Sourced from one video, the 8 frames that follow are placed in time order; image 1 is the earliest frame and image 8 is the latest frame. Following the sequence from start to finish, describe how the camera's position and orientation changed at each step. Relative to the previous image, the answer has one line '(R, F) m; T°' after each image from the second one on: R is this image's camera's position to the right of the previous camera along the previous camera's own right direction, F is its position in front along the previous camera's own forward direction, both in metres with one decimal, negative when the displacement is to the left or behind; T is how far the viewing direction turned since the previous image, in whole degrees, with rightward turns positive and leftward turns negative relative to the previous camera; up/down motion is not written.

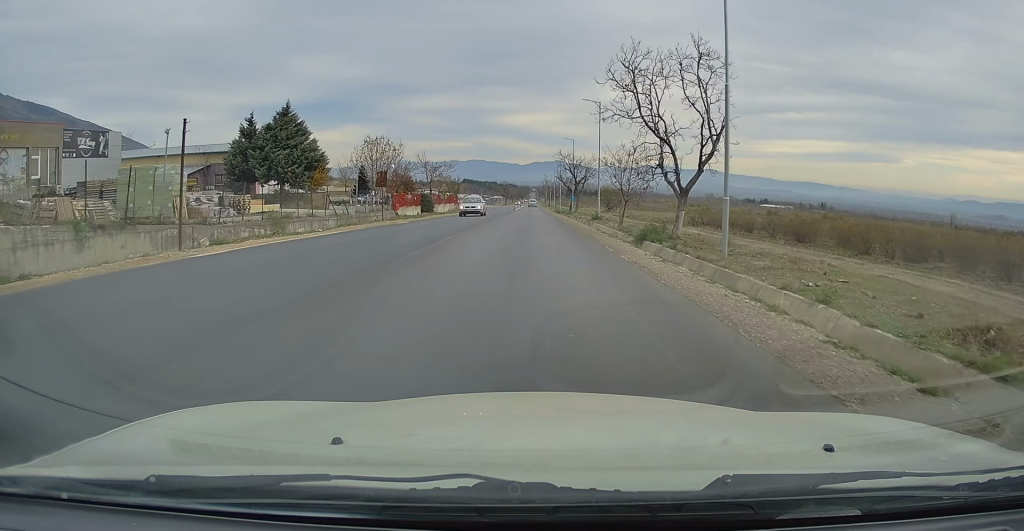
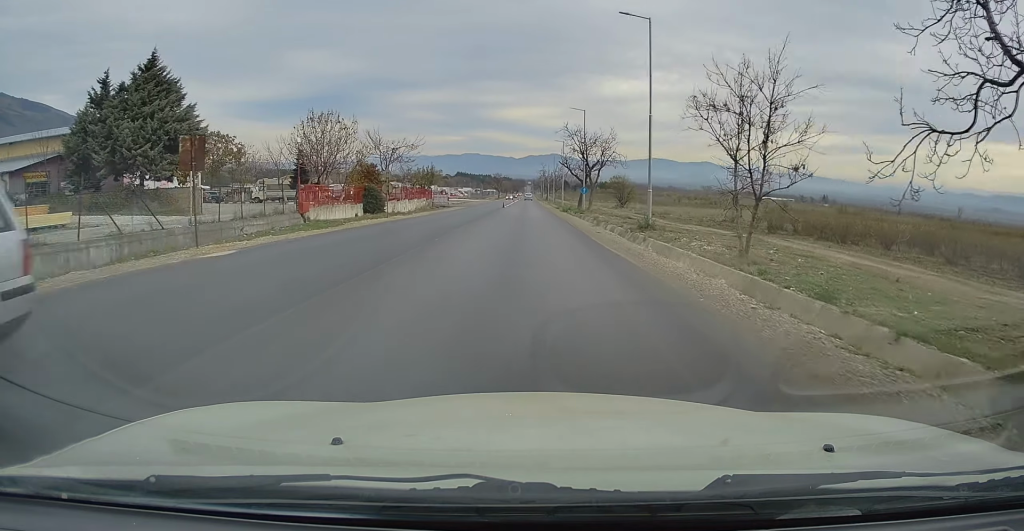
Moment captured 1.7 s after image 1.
(+0.3, +20.5) m; 0°
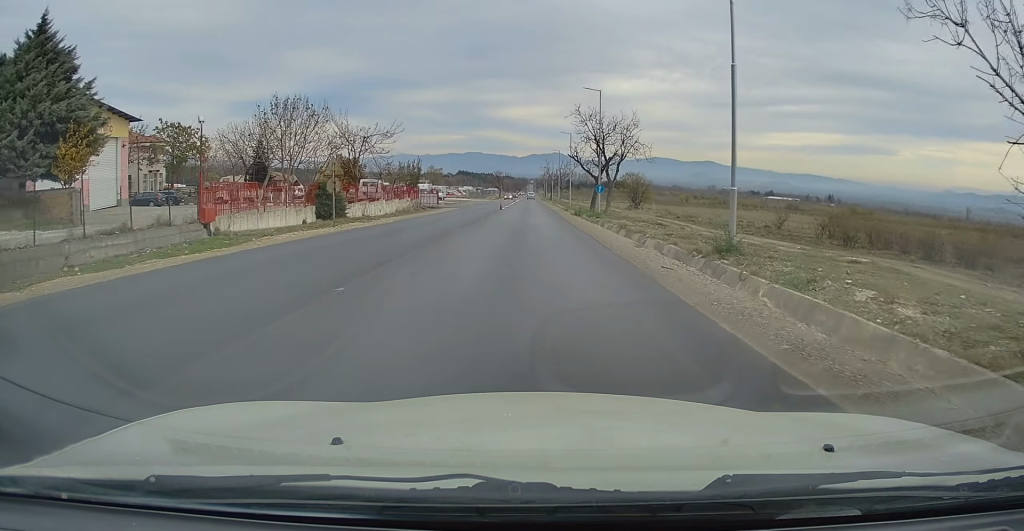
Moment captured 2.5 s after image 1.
(-0.1, +10.2) m; 0°
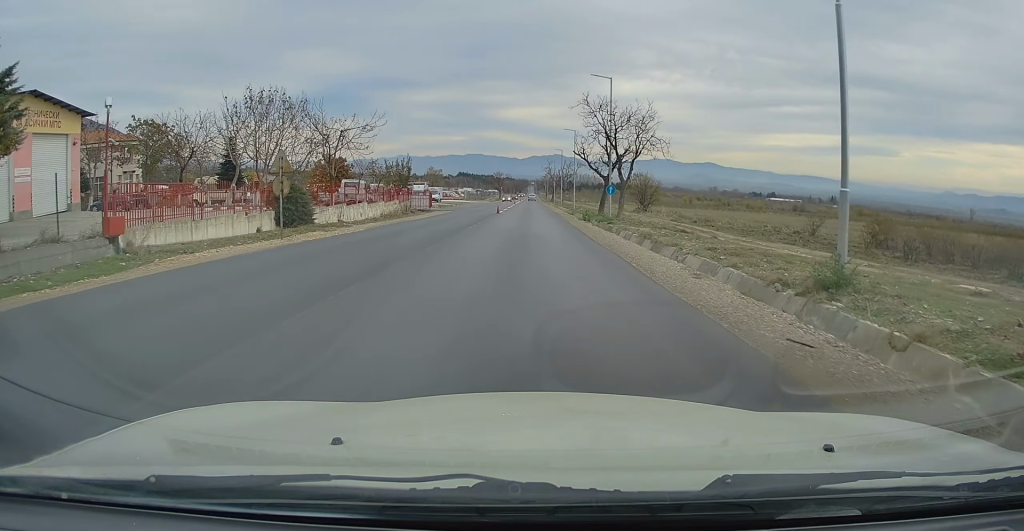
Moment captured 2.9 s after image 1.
(-0.1, +5.6) m; 0°
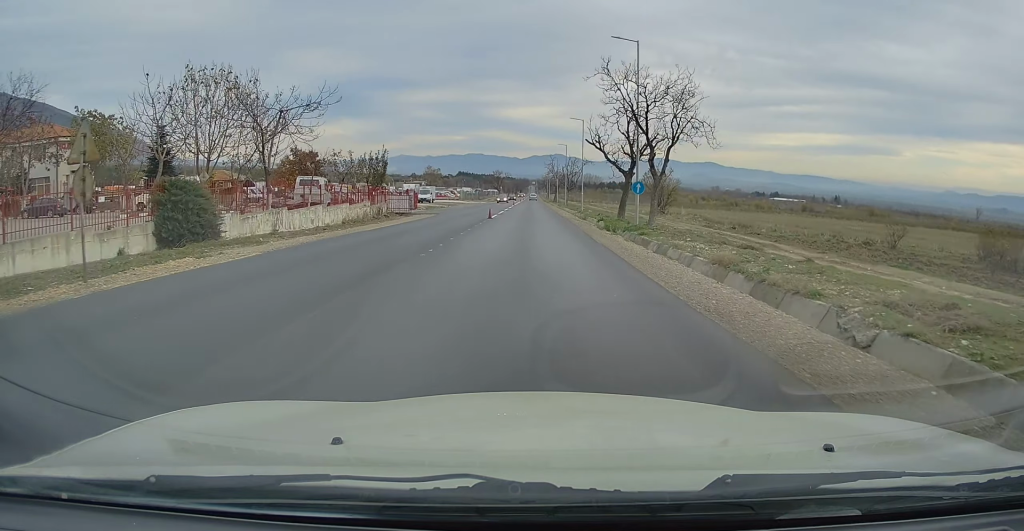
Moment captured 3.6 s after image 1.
(+0.1, +9.7) m; +1°
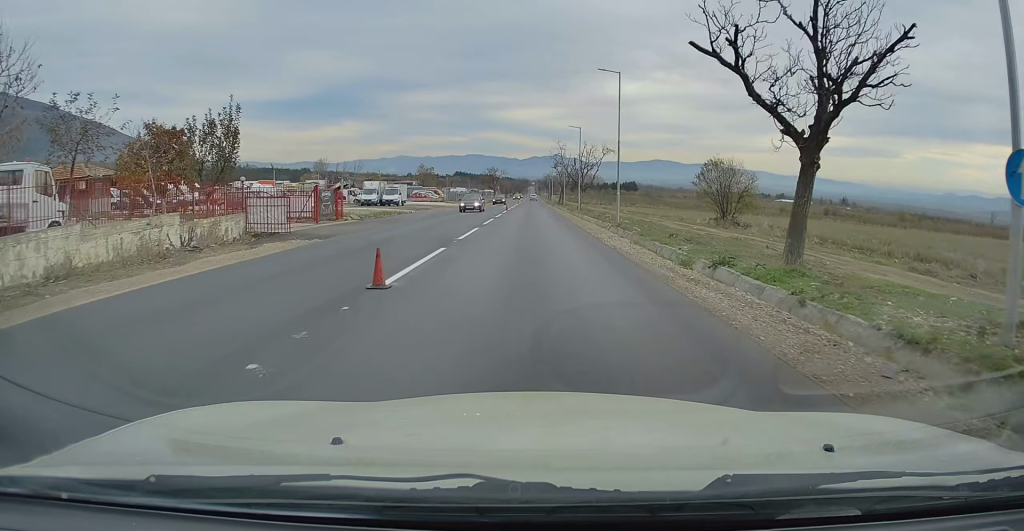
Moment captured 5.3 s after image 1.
(+0.3, +24.2) m; 0°
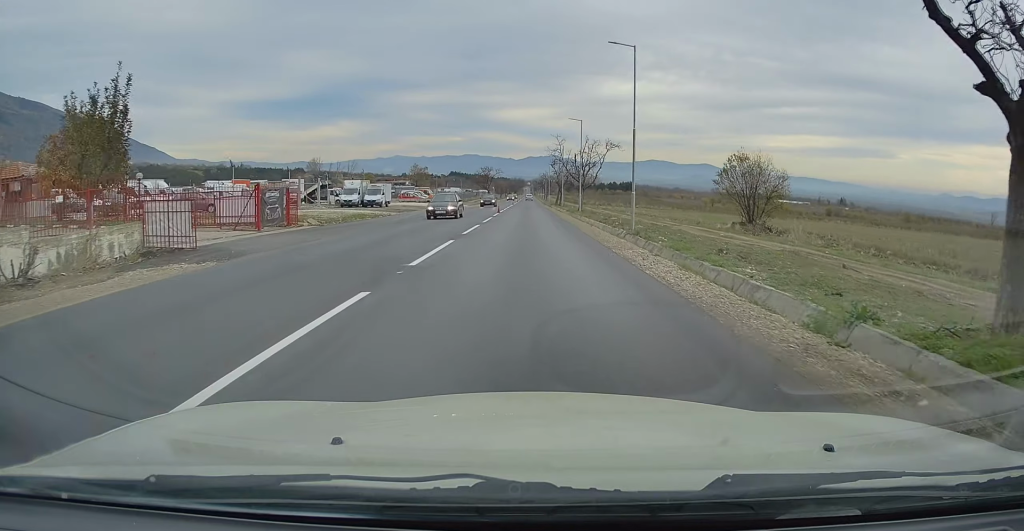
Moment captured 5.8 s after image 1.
(-0.1, +6.5) m; 0°
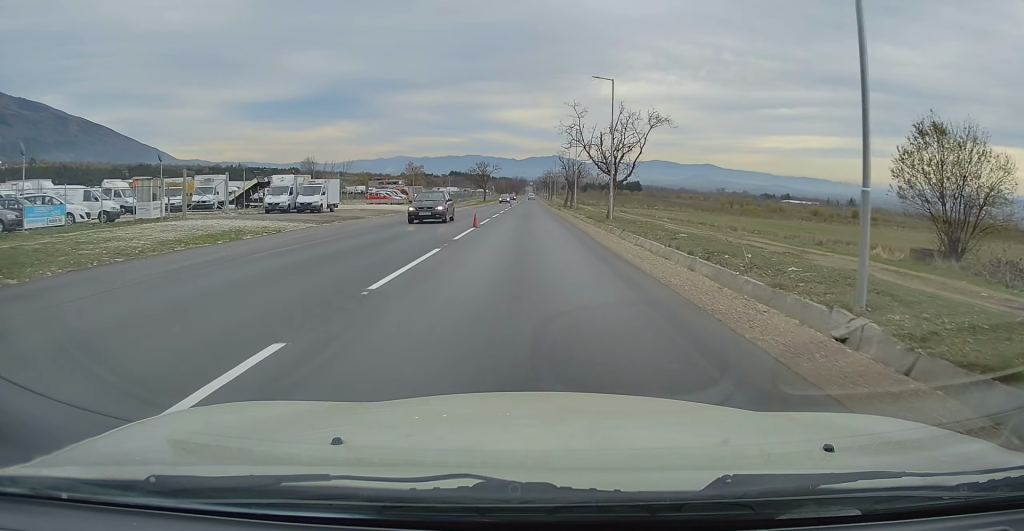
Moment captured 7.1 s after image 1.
(-0.1, +20.8) m; -1°
